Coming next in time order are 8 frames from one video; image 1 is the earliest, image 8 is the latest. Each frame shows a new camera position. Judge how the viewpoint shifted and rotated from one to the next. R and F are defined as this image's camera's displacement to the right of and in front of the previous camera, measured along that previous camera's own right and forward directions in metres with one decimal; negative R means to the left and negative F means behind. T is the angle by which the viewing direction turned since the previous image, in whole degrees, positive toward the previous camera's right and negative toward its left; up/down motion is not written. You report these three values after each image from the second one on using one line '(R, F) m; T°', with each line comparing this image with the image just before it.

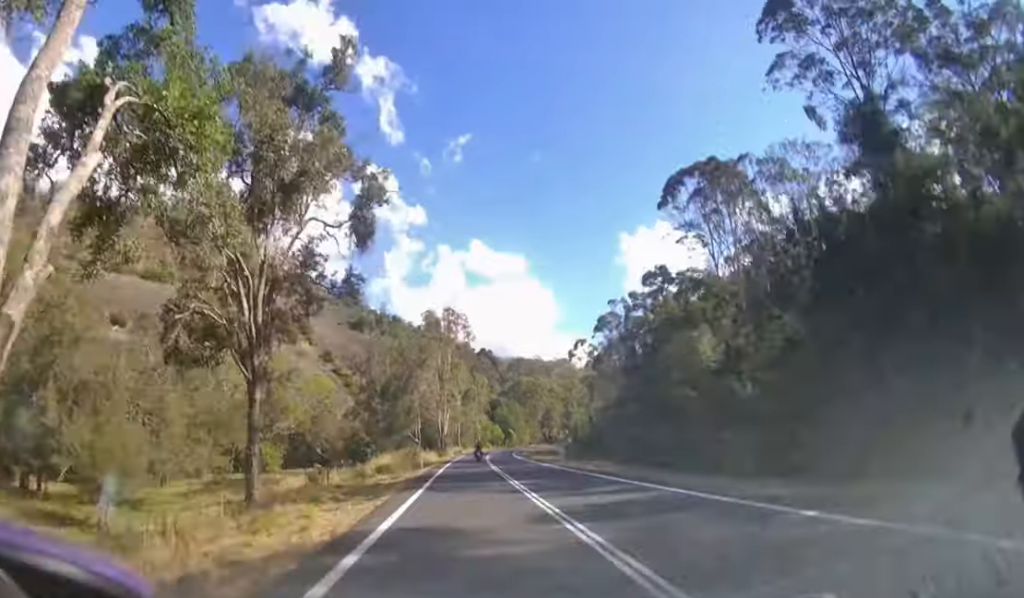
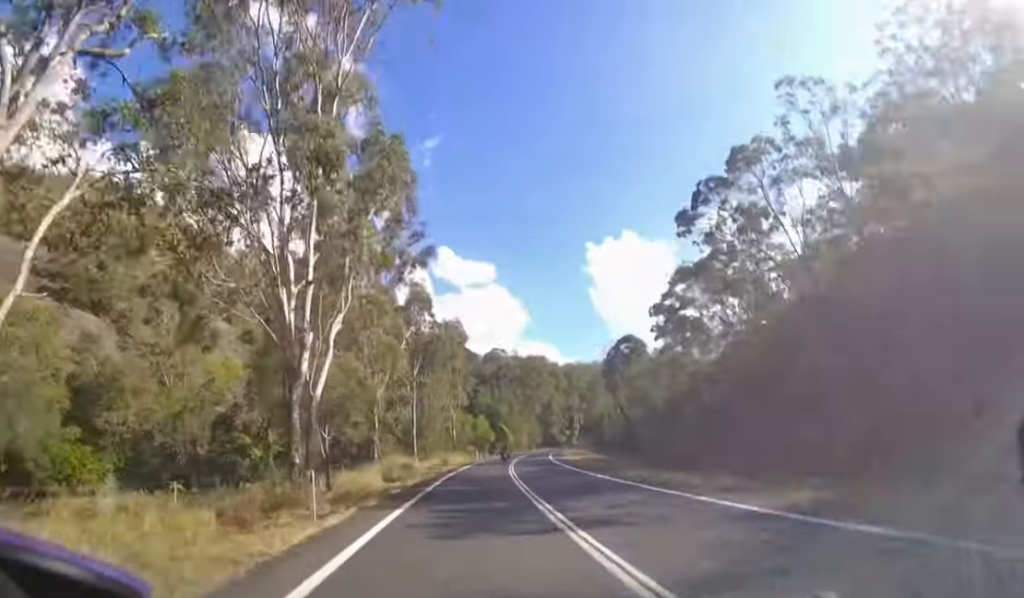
(+0.7, +59.1) m; +2°
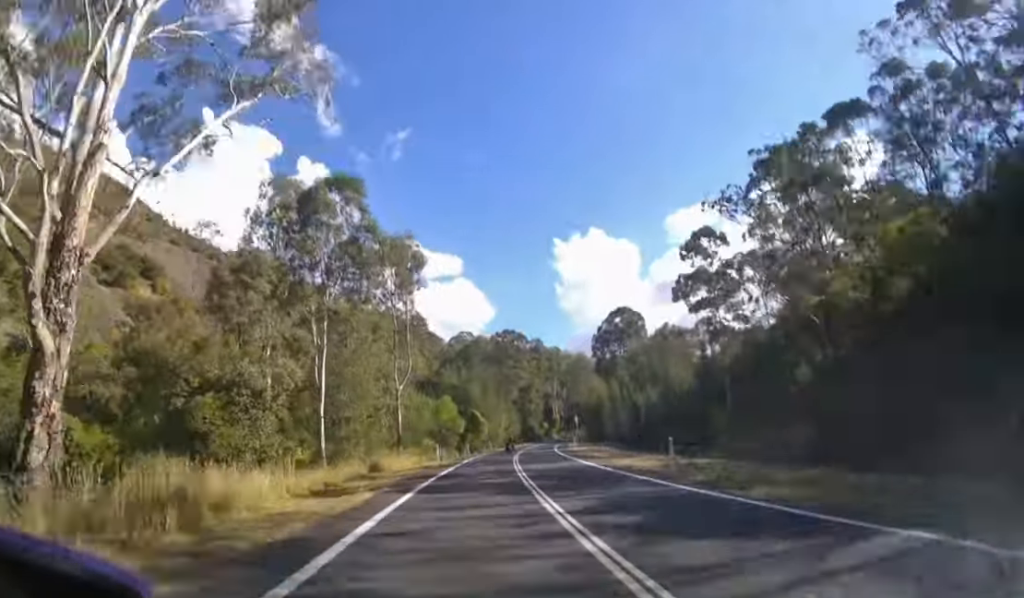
(+0.5, +28.0) m; +3°
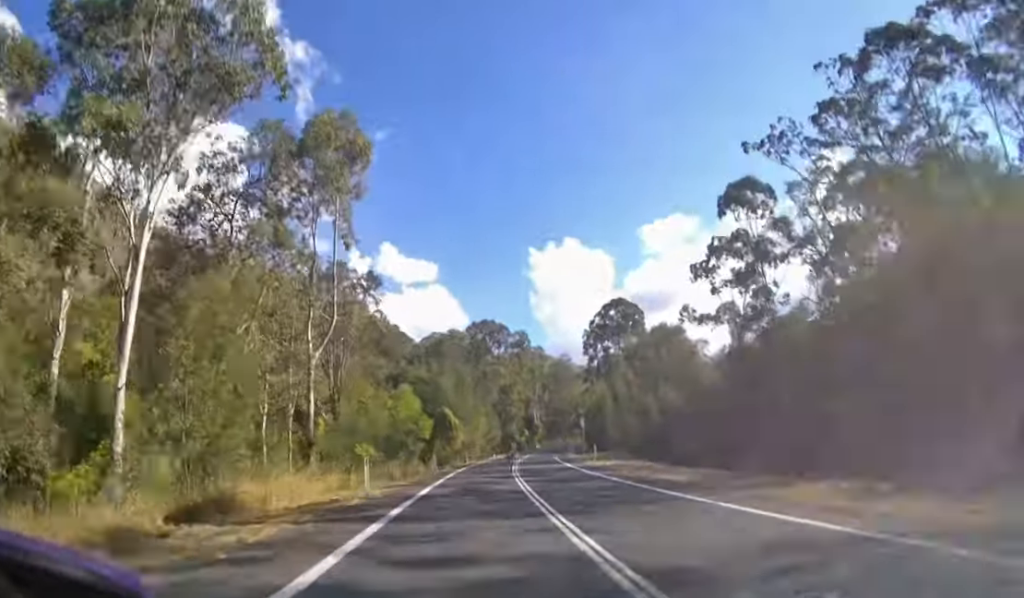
(+0.2, +17.2) m; +3°
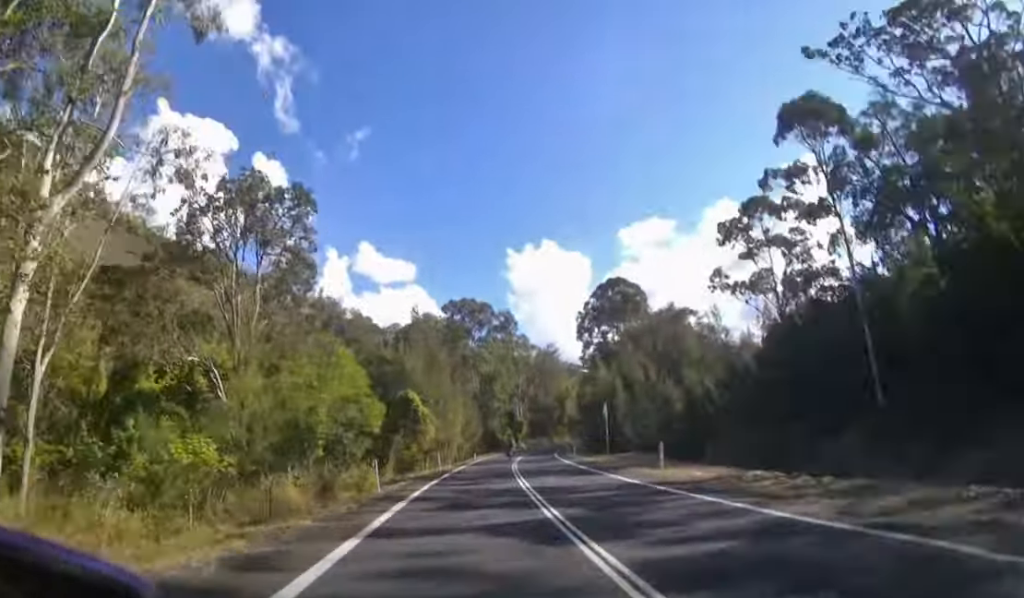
(+0.5, +13.2) m; +3°
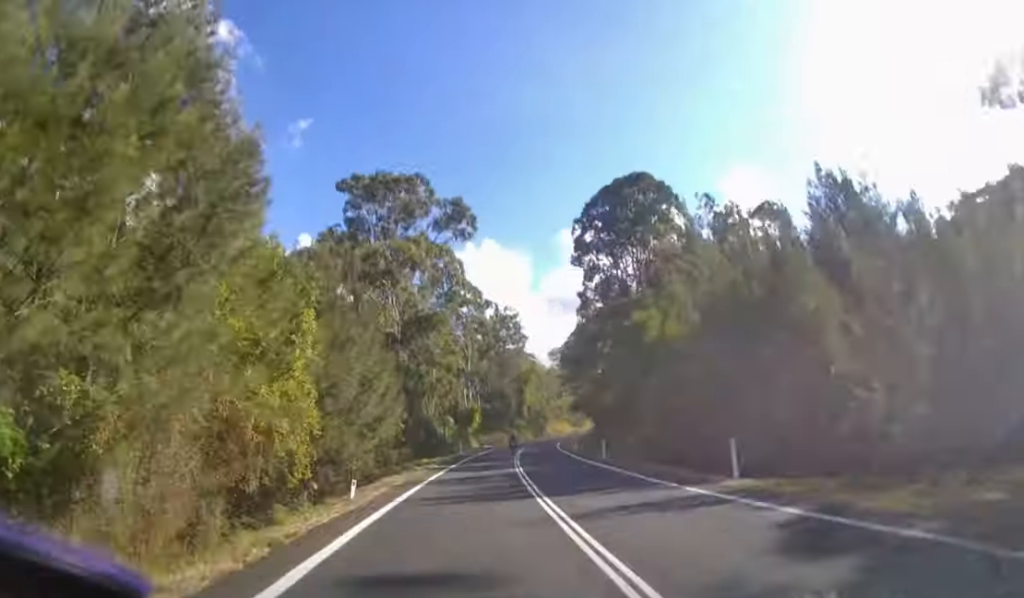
(+1.8, +31.1) m; +7°
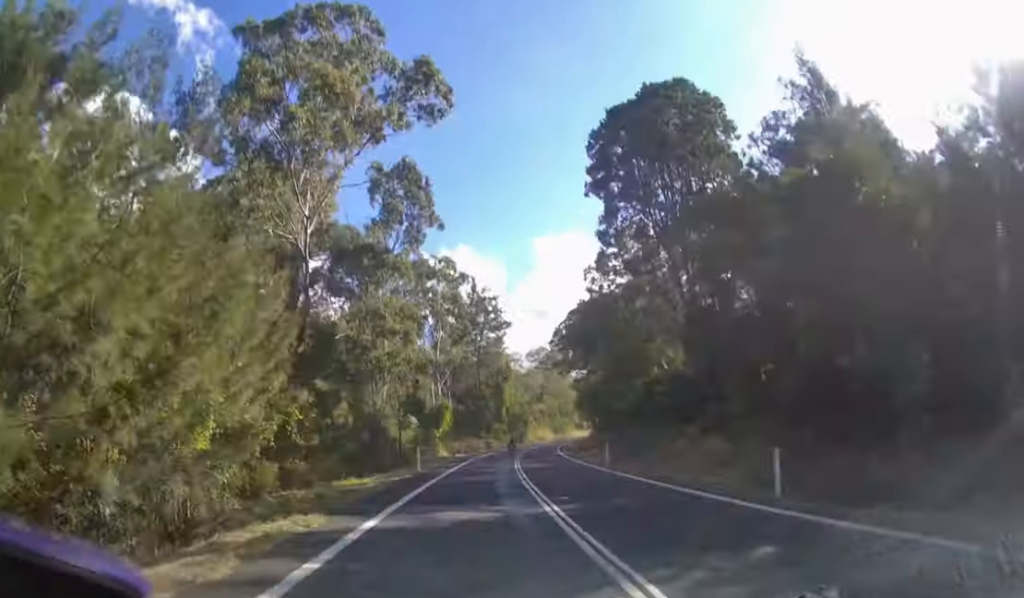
(+0.4, +14.0) m; +3°
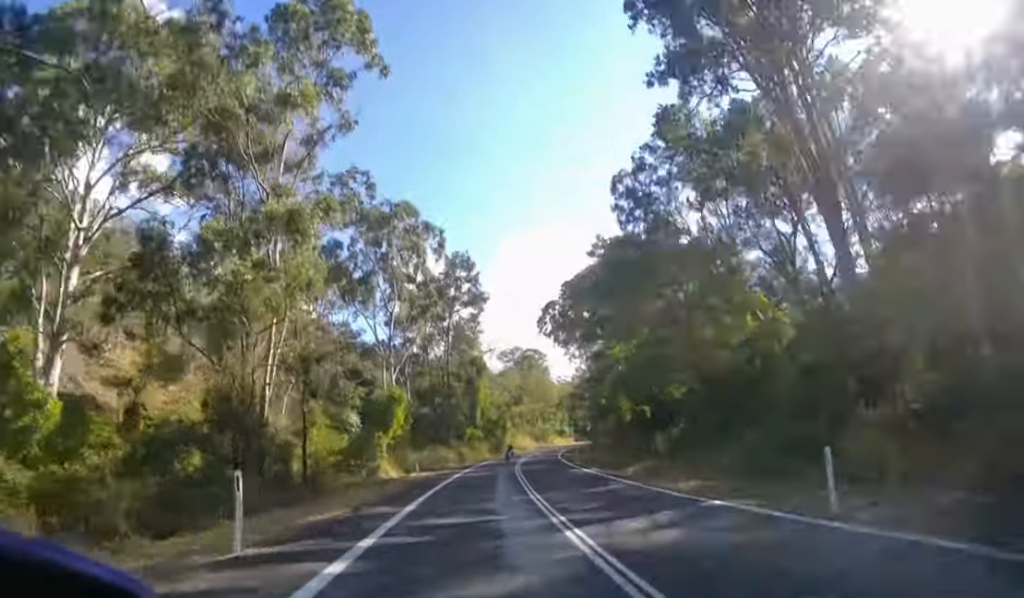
(+0.5, +15.6) m; +3°
